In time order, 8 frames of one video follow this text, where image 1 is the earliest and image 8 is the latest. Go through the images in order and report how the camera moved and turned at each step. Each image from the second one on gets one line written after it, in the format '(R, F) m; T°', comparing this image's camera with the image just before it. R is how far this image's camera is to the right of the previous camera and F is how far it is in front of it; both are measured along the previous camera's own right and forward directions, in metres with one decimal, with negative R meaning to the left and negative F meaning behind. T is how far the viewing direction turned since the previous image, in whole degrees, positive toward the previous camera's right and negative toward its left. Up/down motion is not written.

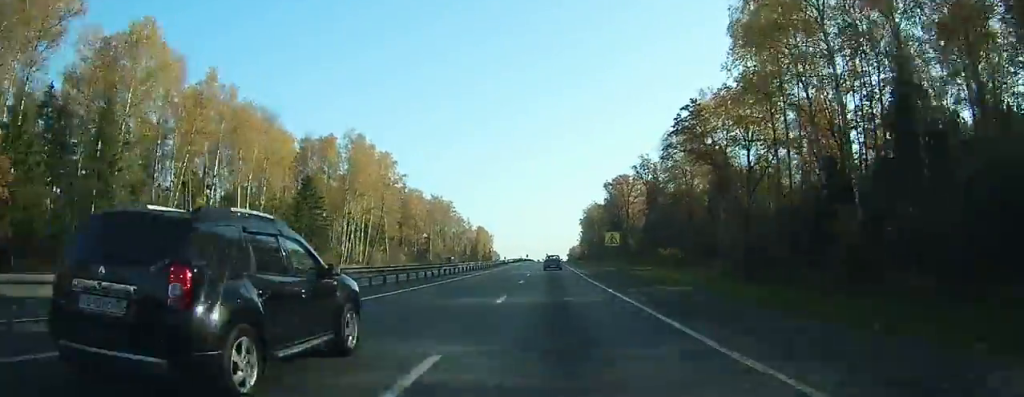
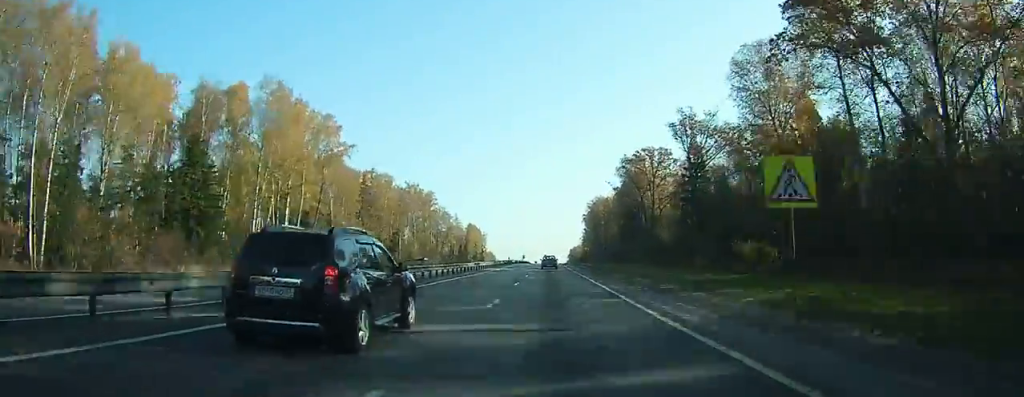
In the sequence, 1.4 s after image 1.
(0.0, +35.3) m; 0°
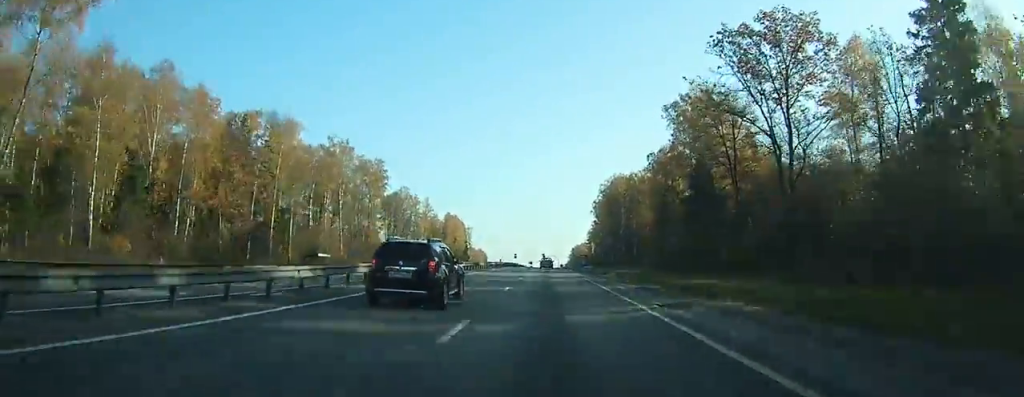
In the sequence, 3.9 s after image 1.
(-0.3, +65.8) m; -1°
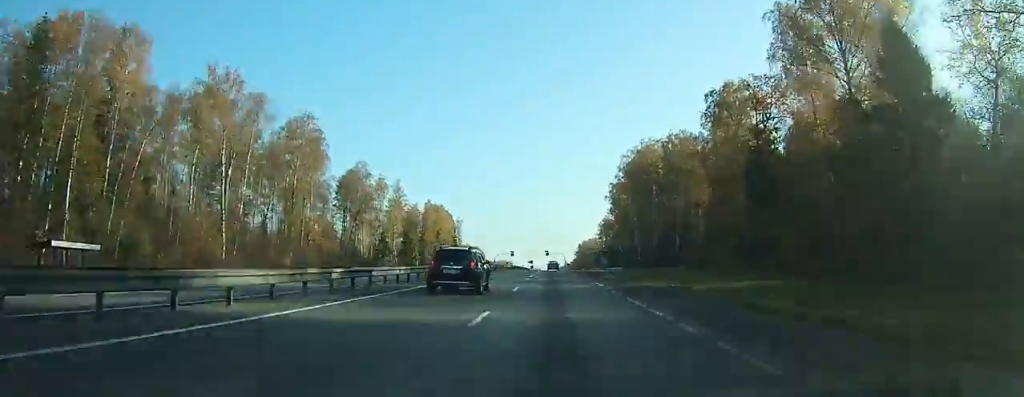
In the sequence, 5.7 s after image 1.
(-0.1, +51.2) m; 0°
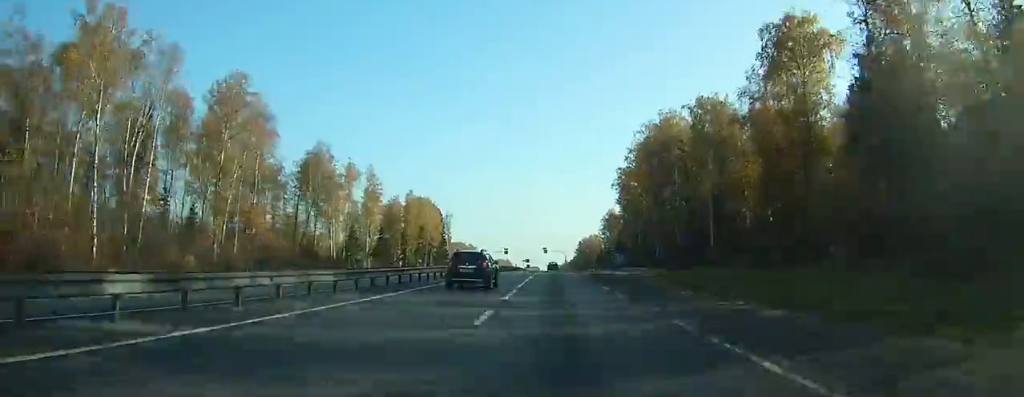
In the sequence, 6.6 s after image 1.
(-0.1, +26.8) m; 0°
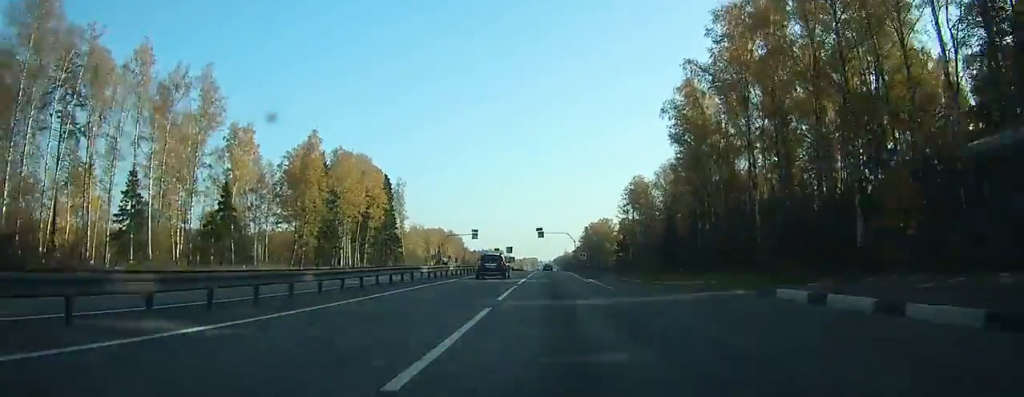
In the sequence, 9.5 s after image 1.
(+0.6, +76.8) m; 0°
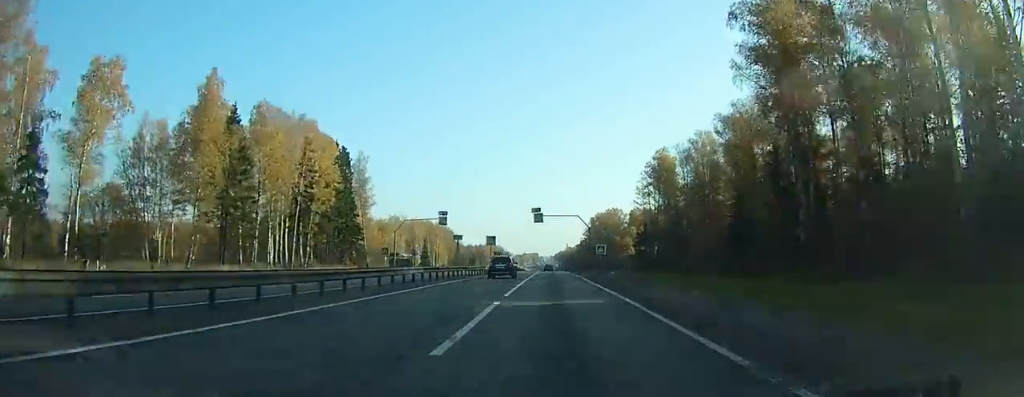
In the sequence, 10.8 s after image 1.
(0.0, +33.7) m; 0°
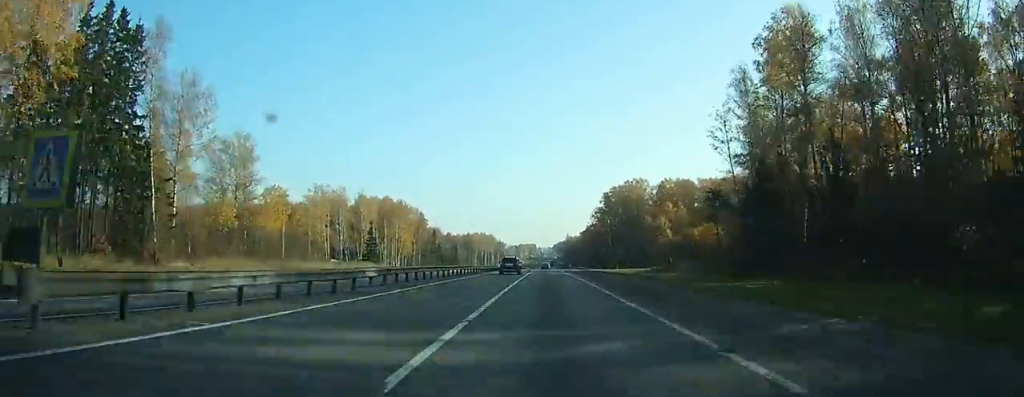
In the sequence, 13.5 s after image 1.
(-0.2, +68.0) m; 0°
